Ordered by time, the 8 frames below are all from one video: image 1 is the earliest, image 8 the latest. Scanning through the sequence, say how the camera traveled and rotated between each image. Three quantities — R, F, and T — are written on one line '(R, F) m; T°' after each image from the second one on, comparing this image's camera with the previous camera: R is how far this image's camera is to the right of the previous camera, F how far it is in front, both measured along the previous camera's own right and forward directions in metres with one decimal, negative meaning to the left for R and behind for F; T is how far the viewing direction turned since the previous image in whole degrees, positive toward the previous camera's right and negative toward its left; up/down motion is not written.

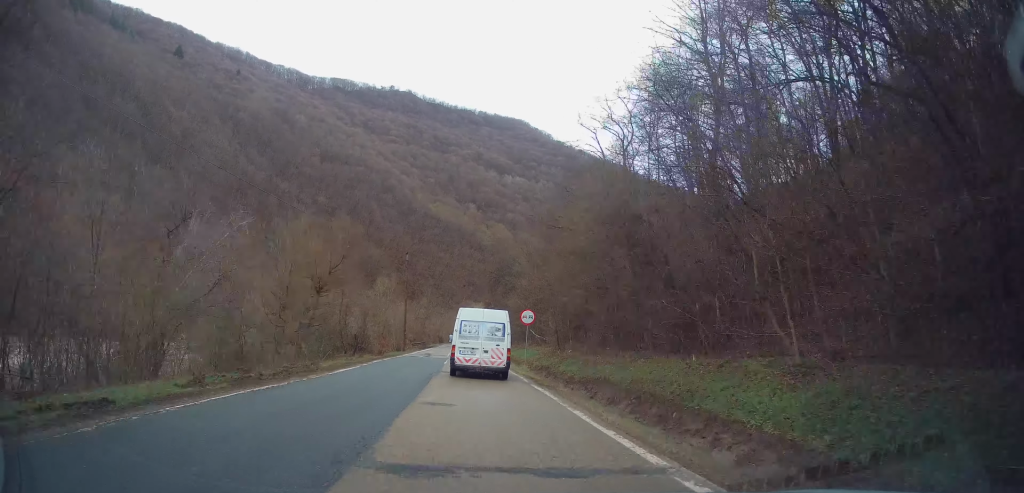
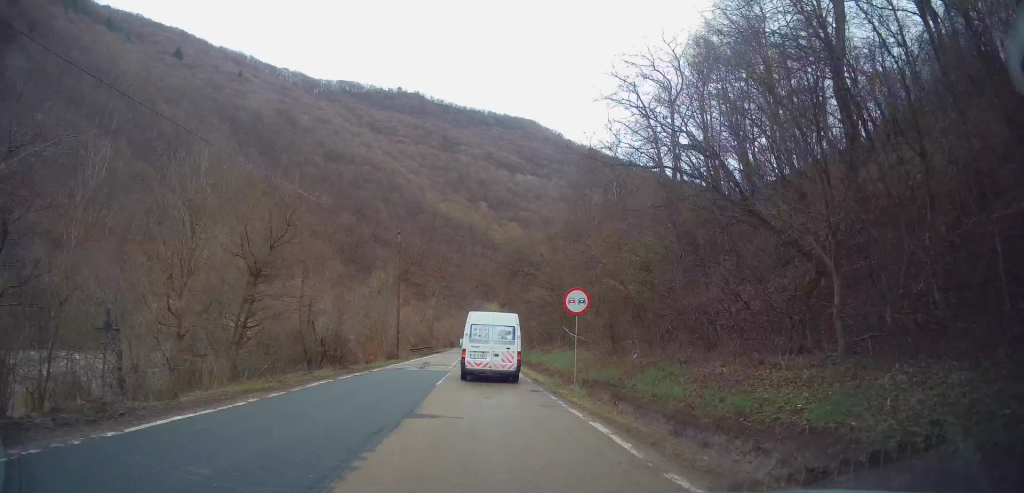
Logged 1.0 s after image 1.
(0.0, +11.2) m; -1°
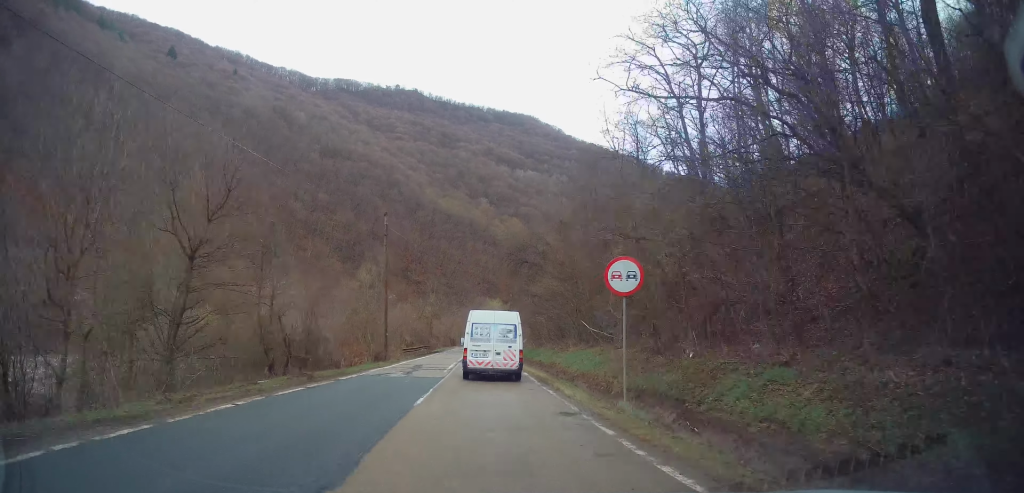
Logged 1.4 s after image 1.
(0.0, +5.5) m; 0°
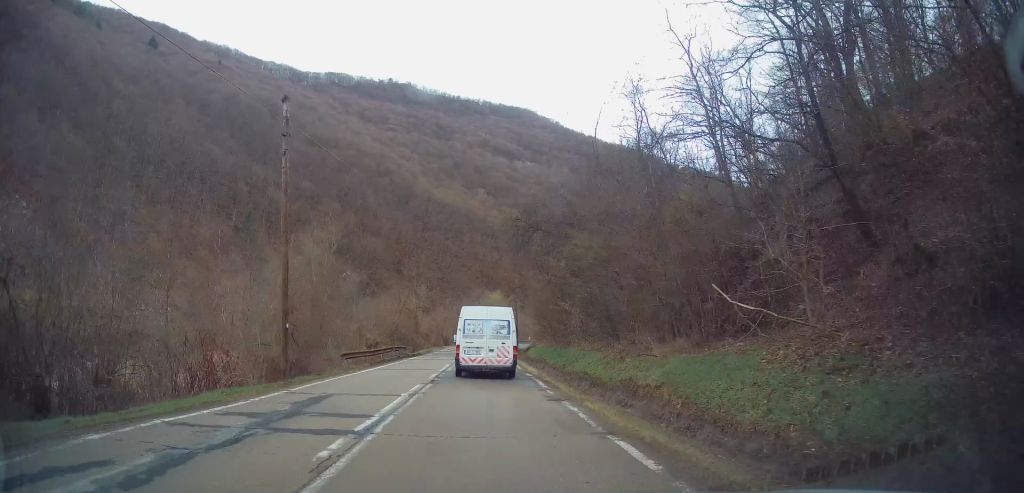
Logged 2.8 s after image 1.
(-0.1, +16.5) m; 0°
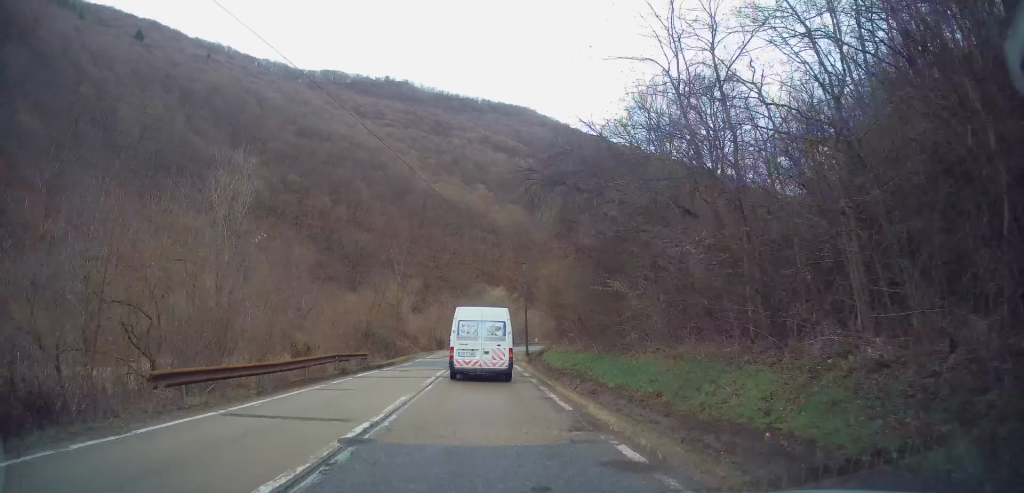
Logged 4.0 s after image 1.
(-0.1, +13.8) m; 0°
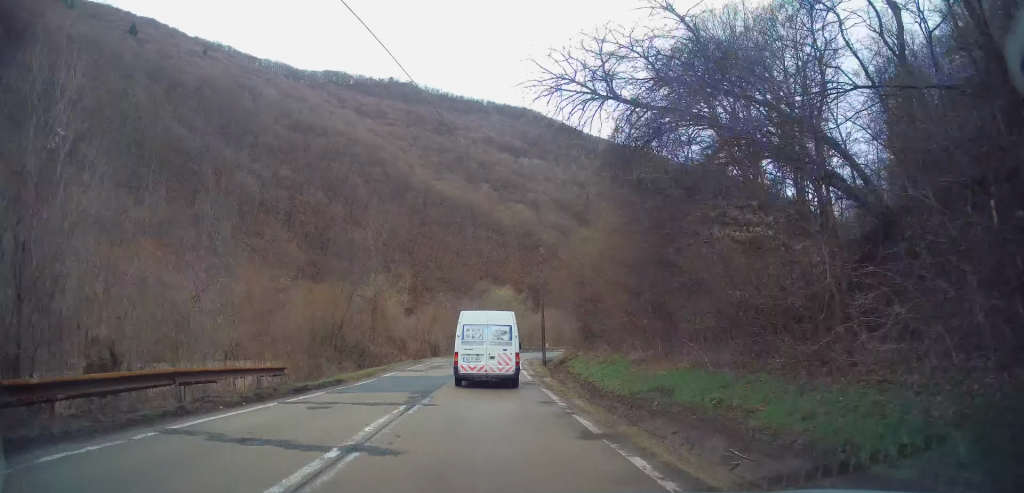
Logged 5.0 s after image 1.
(+0.1, +12.0) m; 0°
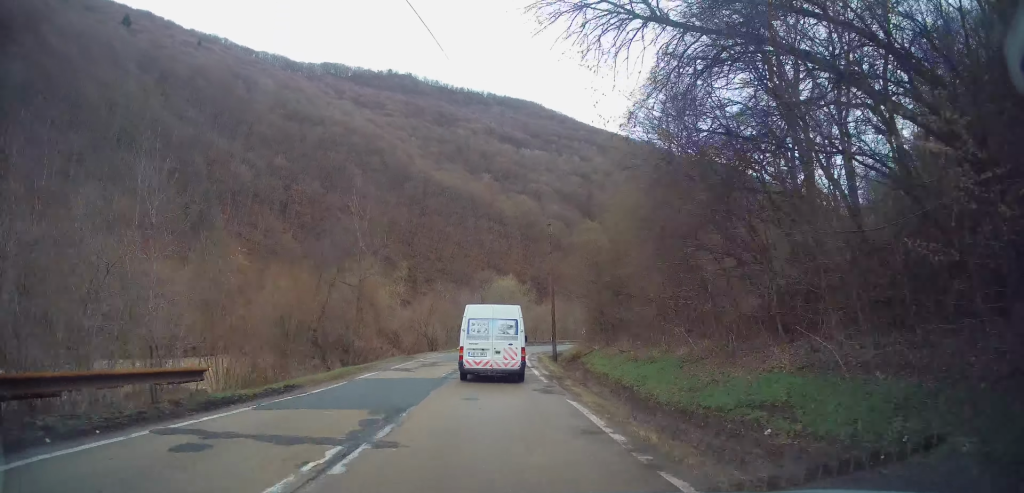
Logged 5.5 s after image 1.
(0.0, +4.9) m; 0°
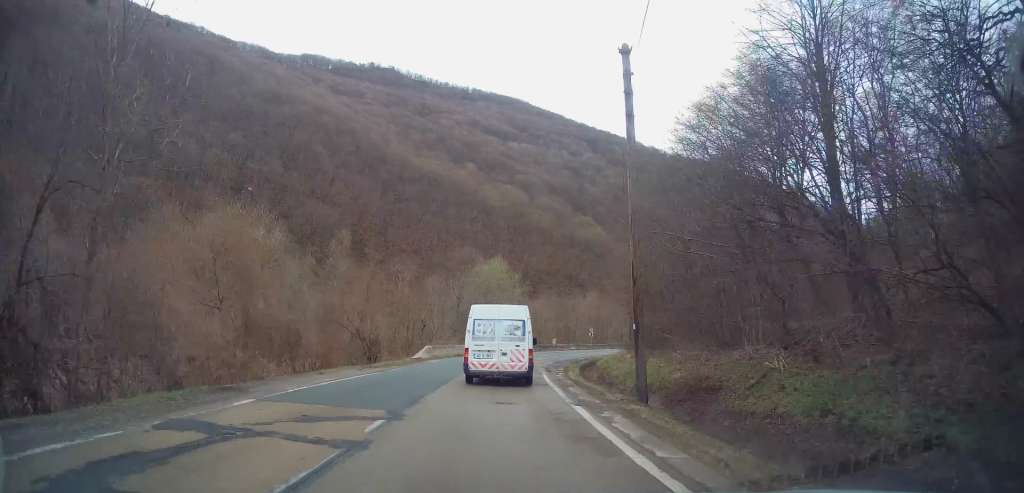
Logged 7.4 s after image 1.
(+0.1, +21.6) m; +2°
